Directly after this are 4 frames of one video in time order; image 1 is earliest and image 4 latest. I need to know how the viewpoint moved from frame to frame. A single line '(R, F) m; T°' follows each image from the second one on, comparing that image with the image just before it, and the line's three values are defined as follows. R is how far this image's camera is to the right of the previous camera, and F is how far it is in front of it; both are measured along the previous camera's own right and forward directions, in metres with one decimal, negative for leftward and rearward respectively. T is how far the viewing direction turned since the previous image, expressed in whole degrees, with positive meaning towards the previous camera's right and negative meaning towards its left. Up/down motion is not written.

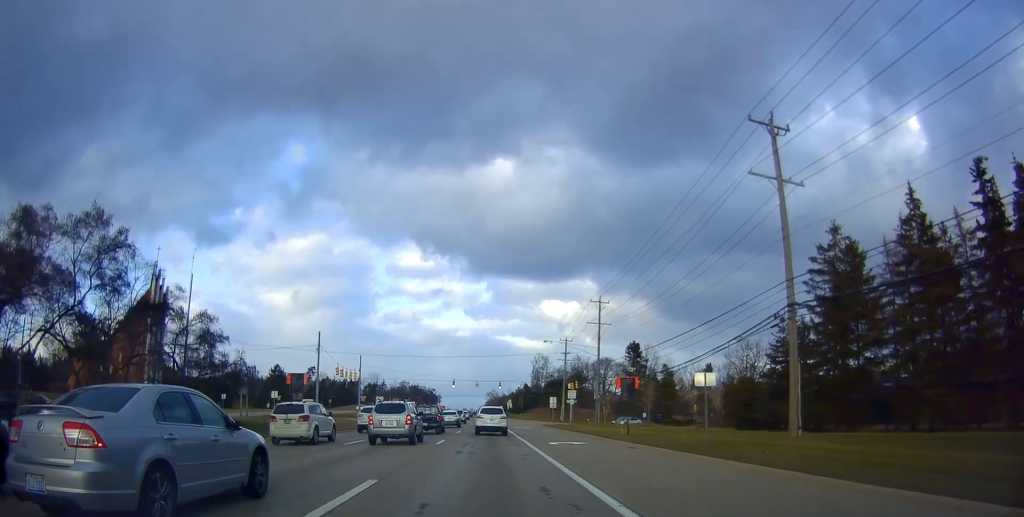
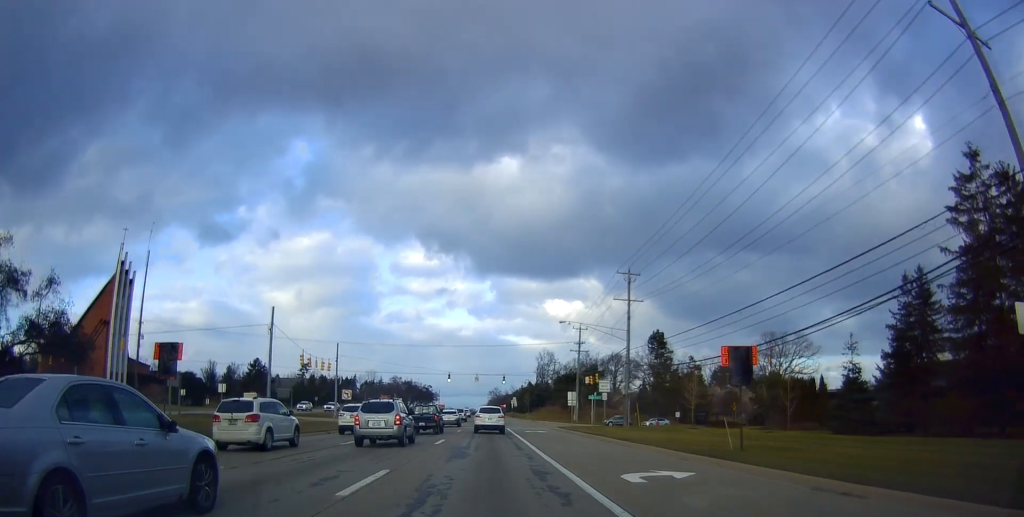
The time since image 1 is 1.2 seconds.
(-0.1, +14.6) m; +2°
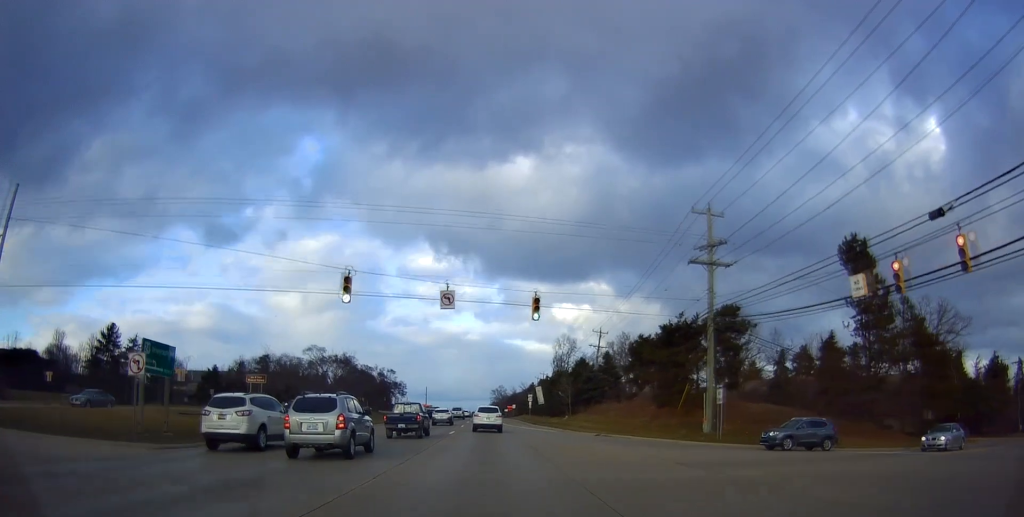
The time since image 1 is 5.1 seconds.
(+0.1, +57.6) m; -1°
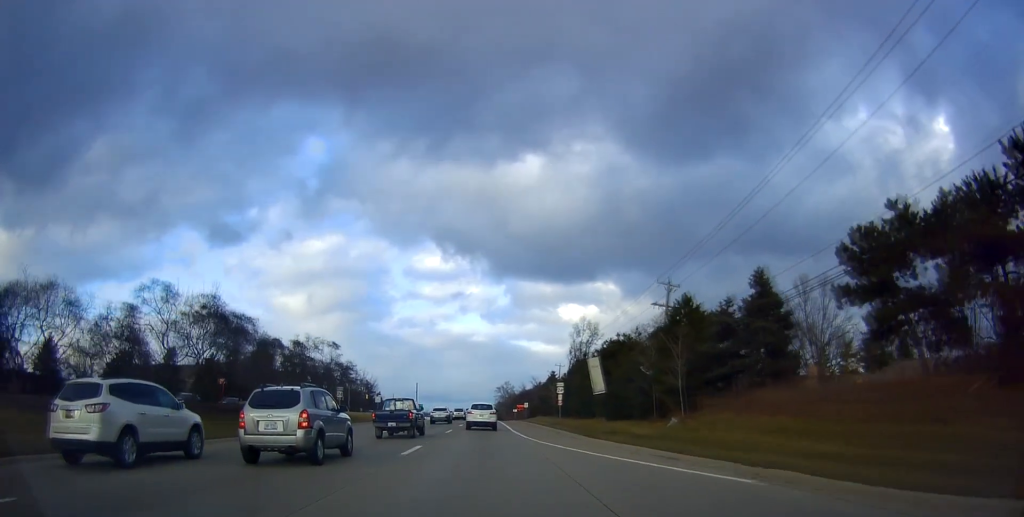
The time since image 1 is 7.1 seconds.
(0.0, +33.9) m; +1°
